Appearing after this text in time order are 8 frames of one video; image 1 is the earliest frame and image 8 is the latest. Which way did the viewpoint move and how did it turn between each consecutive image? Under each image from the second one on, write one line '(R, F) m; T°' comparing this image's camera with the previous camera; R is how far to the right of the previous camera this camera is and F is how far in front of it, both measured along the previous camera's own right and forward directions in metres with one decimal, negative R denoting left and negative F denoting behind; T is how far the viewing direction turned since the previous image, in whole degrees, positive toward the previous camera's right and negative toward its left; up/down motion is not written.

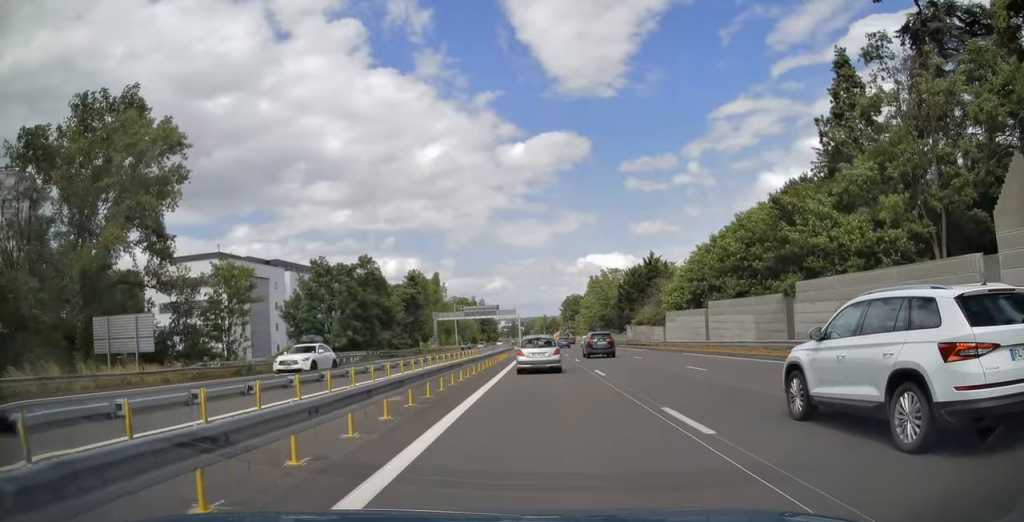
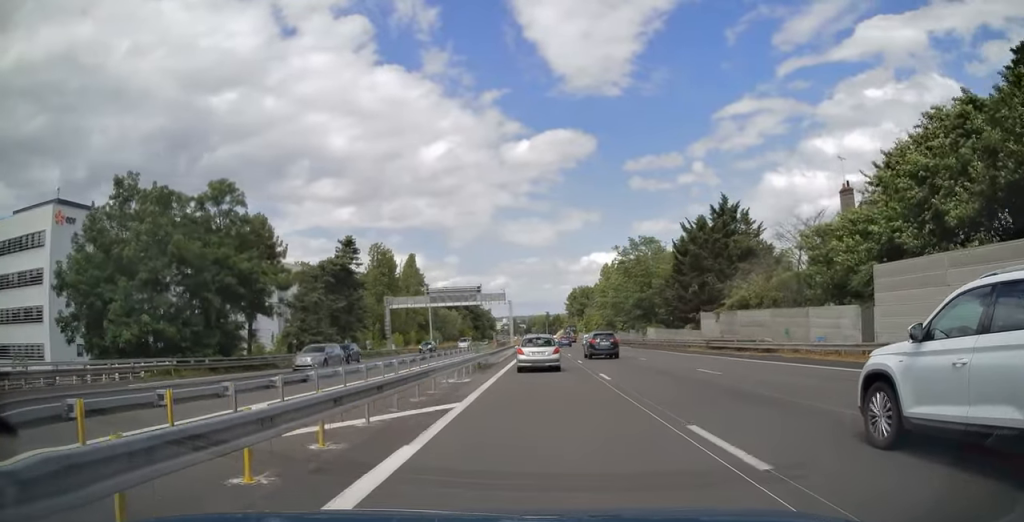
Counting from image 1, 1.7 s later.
(0.0, +41.0) m; 0°
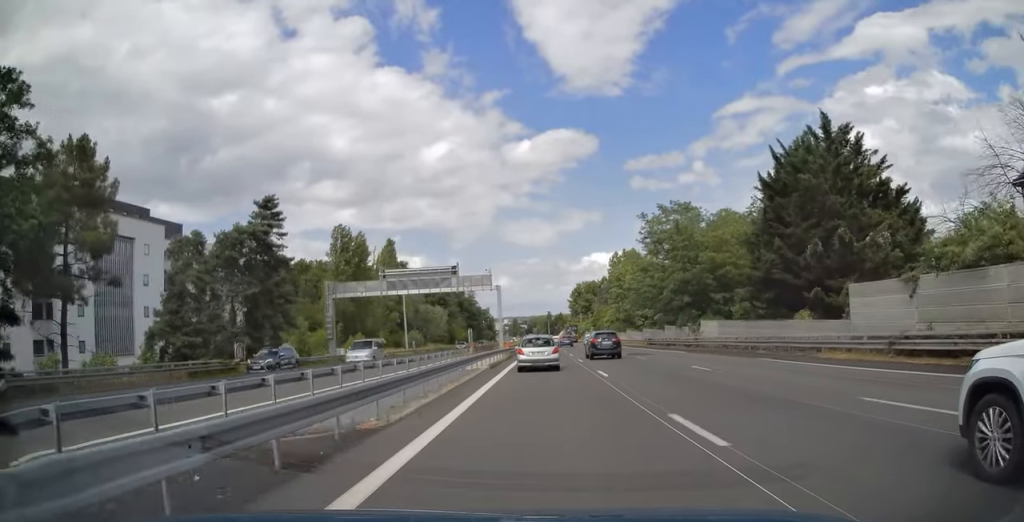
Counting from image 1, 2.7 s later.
(-0.1, +24.5) m; 0°
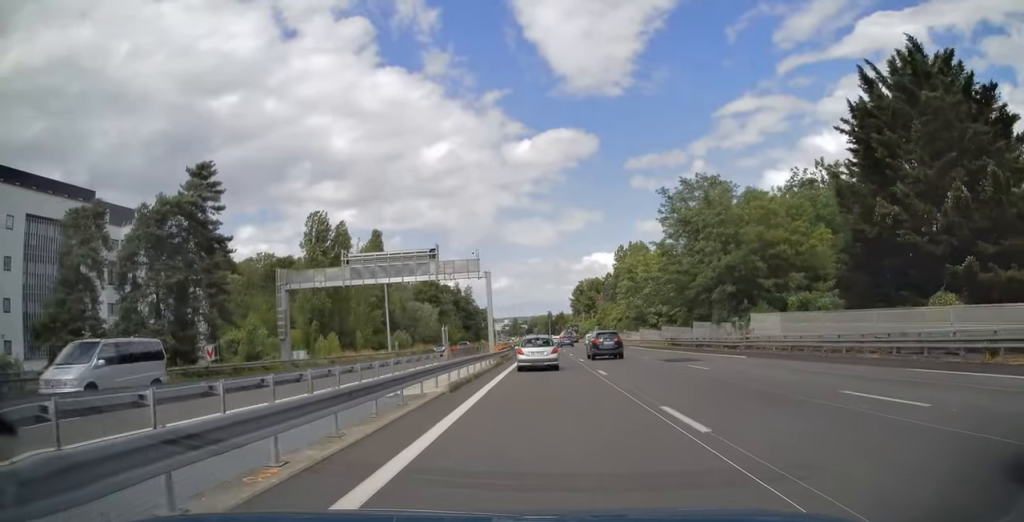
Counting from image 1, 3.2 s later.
(0.0, +12.1) m; 0°
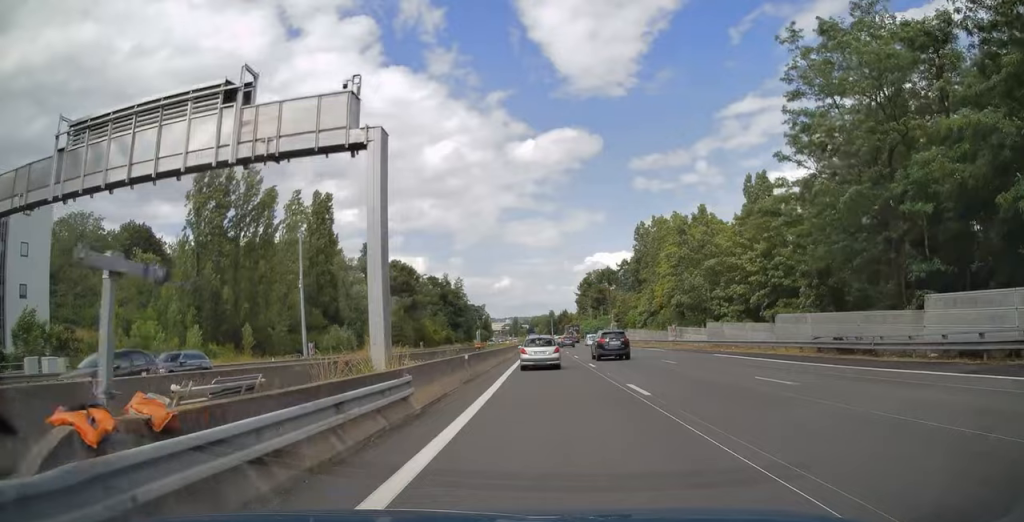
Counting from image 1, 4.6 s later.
(0.0, +33.4) m; 0°
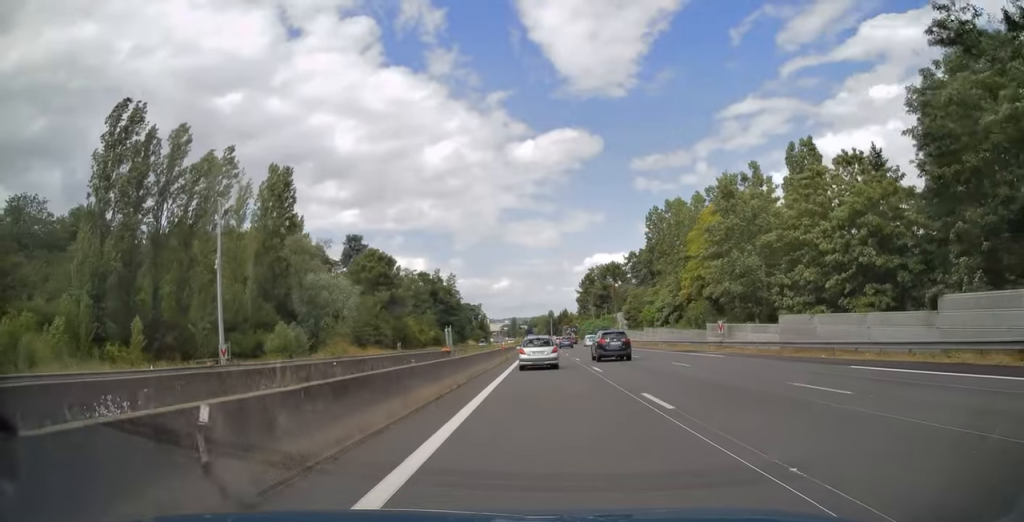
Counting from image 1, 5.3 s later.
(0.0, +15.7) m; 0°
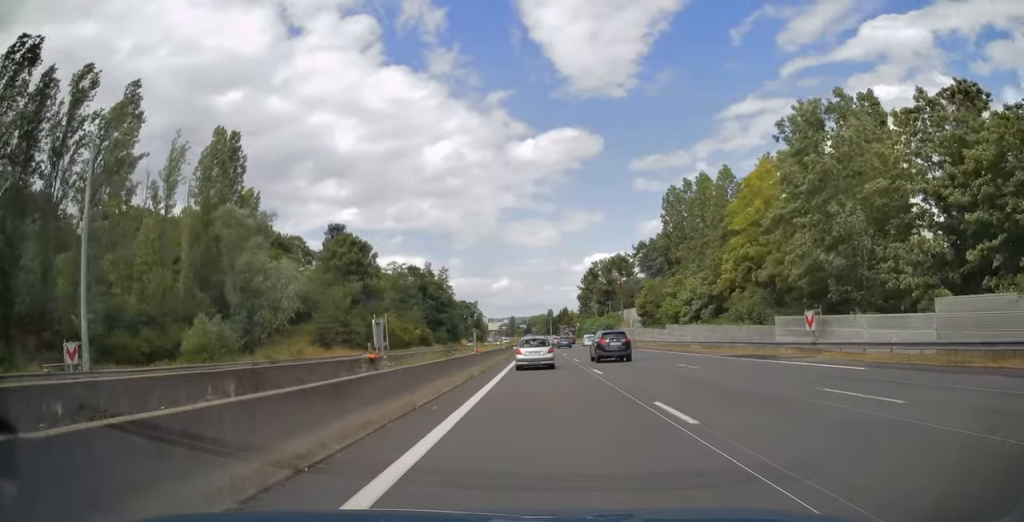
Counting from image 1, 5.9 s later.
(+0.1, +14.8) m; 0°
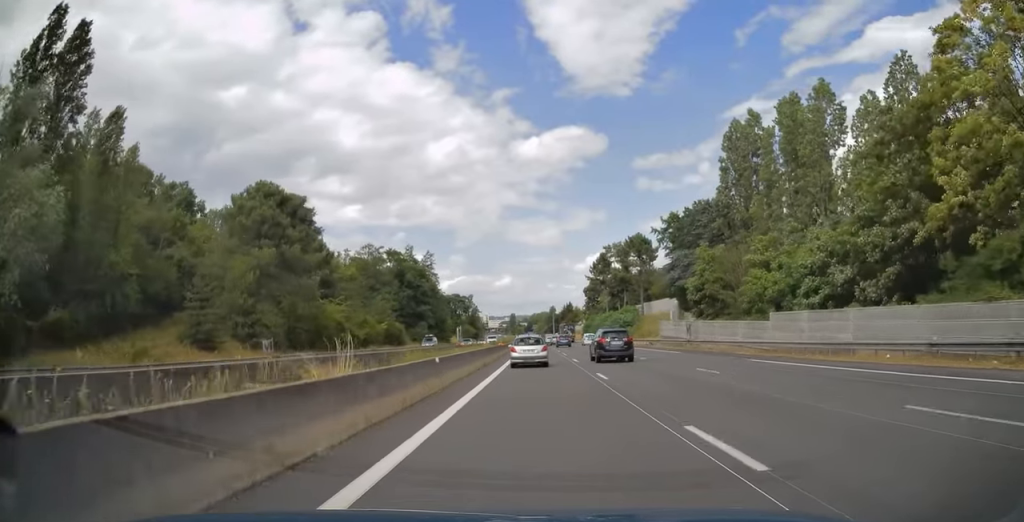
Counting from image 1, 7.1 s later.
(-0.2, +29.0) m; -1°
